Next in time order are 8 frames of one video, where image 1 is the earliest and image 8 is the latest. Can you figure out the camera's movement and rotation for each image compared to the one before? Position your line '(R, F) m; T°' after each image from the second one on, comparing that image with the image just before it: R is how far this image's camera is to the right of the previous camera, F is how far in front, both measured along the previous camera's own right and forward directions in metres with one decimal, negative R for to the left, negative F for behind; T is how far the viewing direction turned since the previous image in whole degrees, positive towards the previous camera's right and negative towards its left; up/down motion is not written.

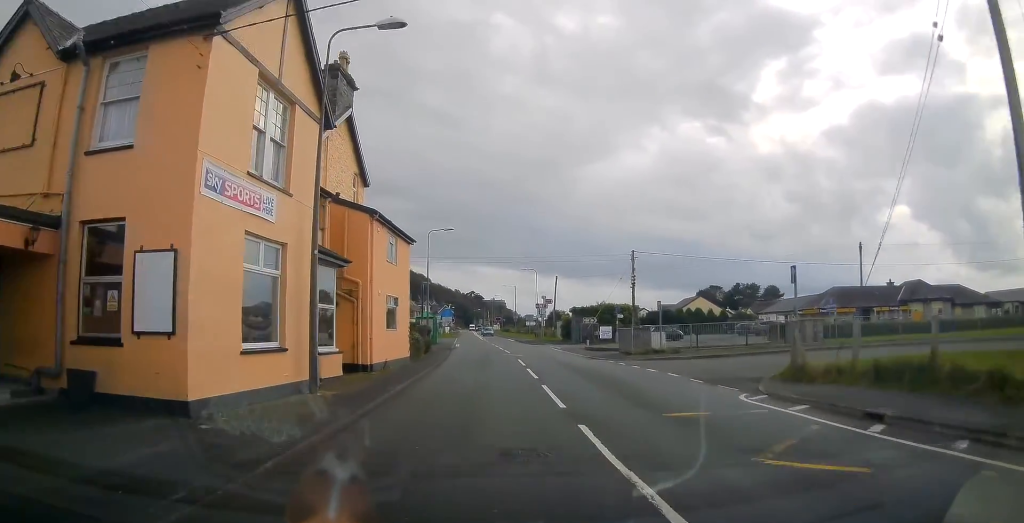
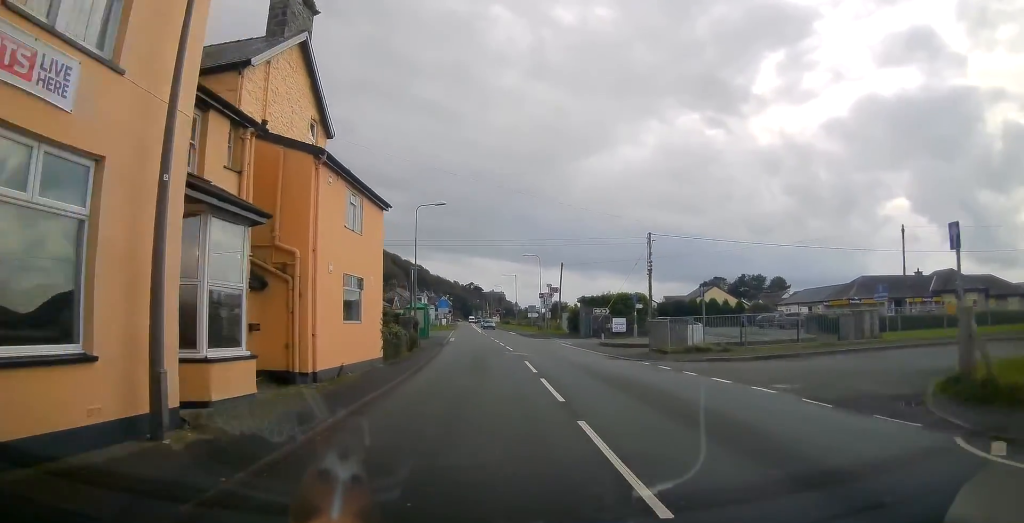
(0.0, +6.3) m; 0°
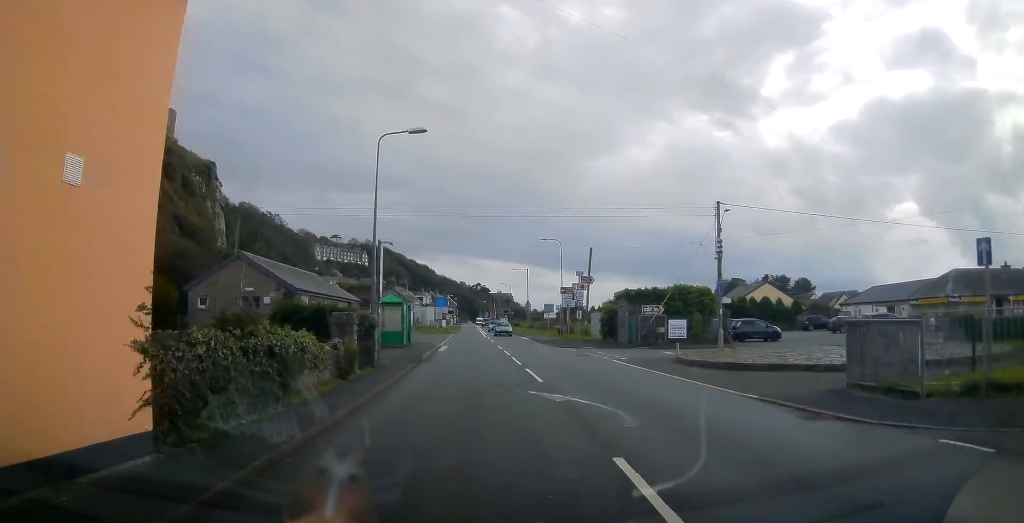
(+0.1, +14.3) m; 0°
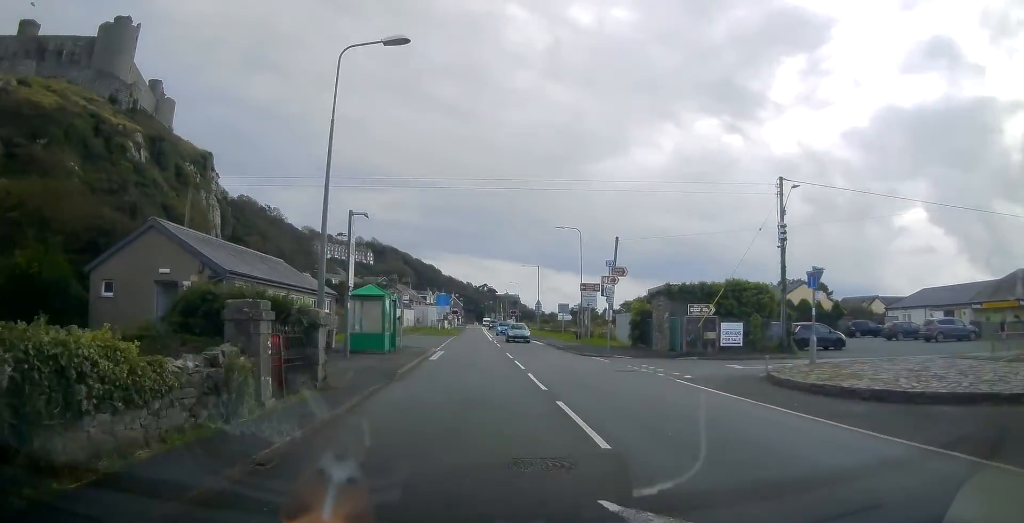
(-0.1, +7.3) m; -1°
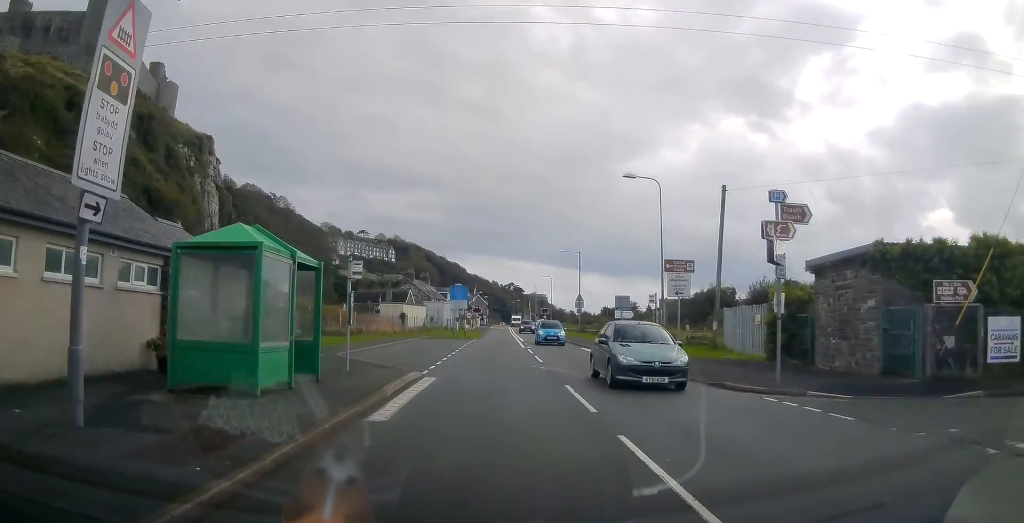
(0.0, +14.9) m; -1°
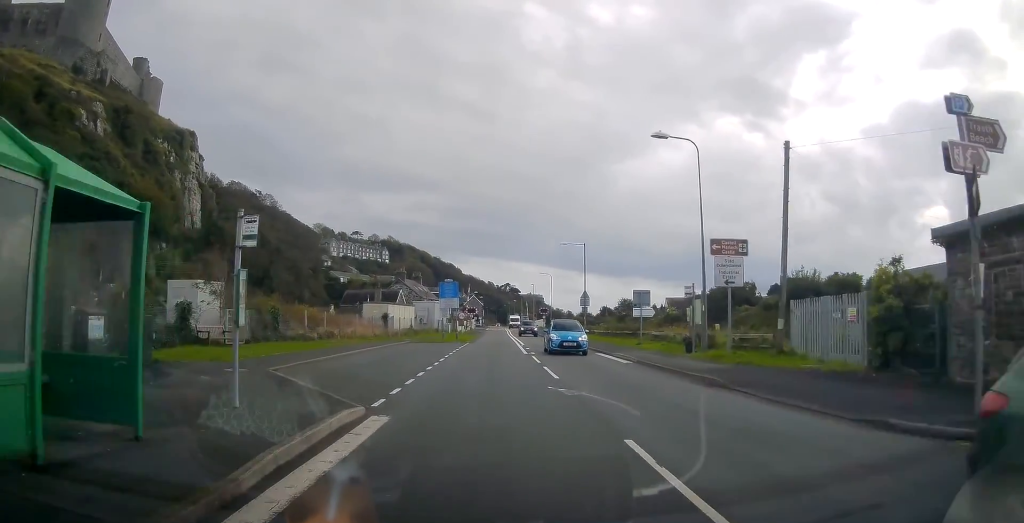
(-0.1, +6.2) m; -1°
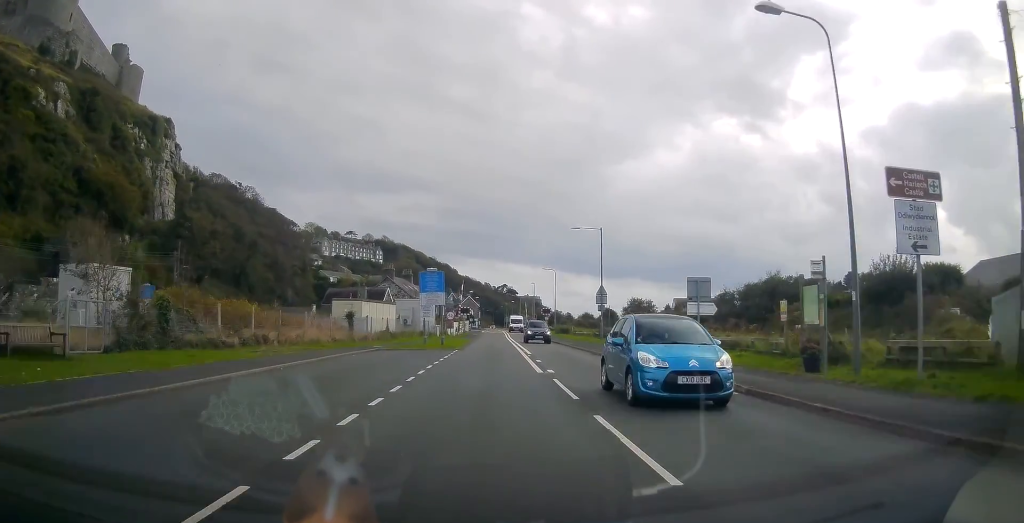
(-0.1, +9.9) m; -1°
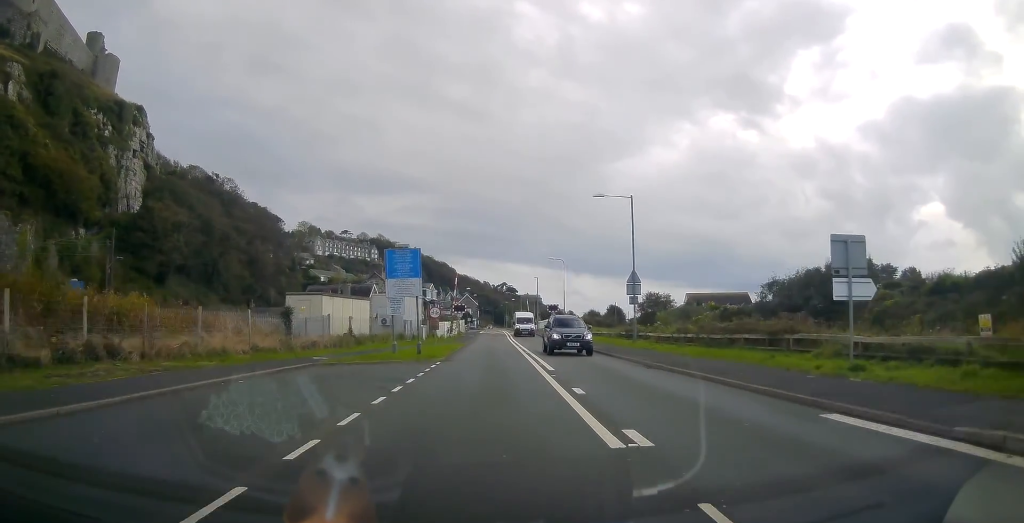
(0.0, +10.6) m; 0°
